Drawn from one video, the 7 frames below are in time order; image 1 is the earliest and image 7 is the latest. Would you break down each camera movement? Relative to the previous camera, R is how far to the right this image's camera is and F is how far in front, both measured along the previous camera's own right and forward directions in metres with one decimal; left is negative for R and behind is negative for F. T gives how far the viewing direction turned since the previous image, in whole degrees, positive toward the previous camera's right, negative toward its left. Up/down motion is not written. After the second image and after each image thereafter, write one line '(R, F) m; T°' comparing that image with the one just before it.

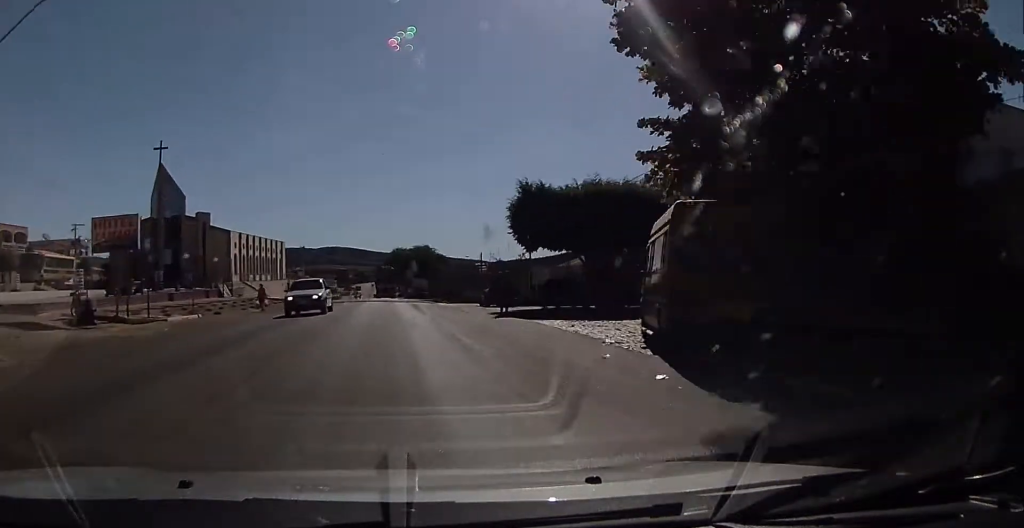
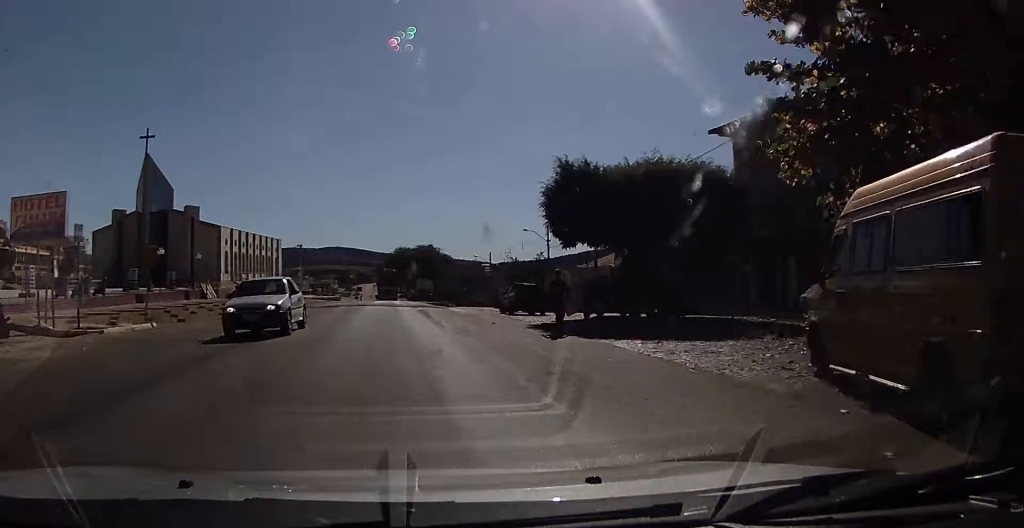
(-0.2, +6.4) m; -2°
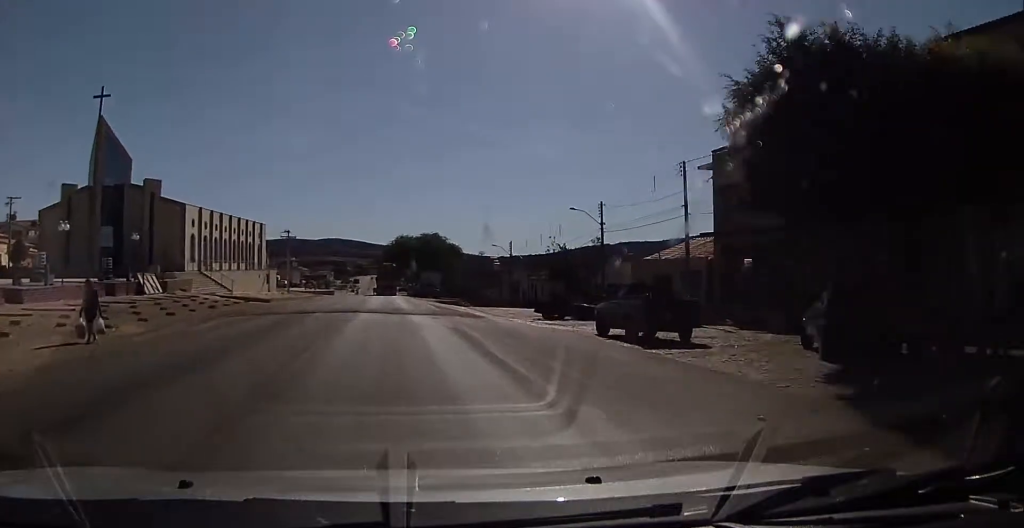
(-0.3, +14.6) m; +2°
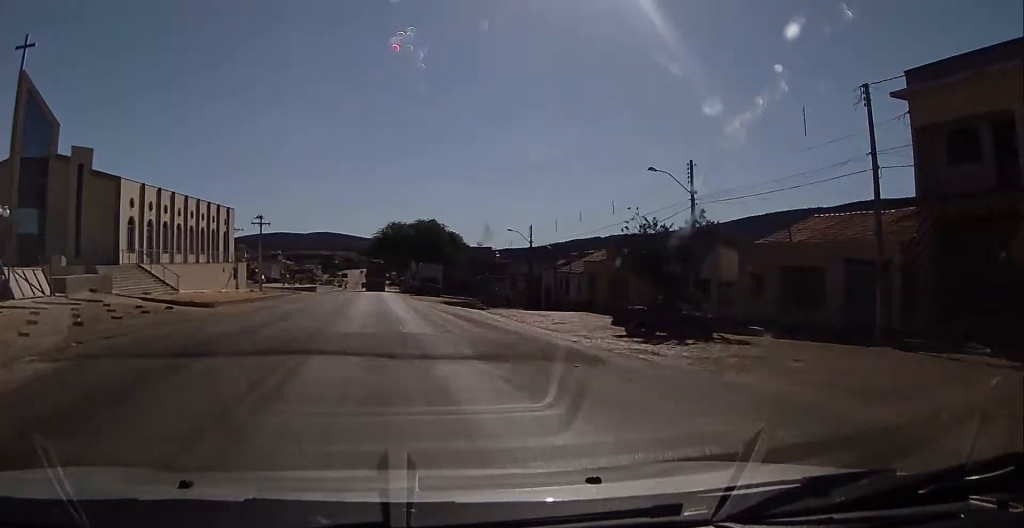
(+0.3, +16.0) m; -1°
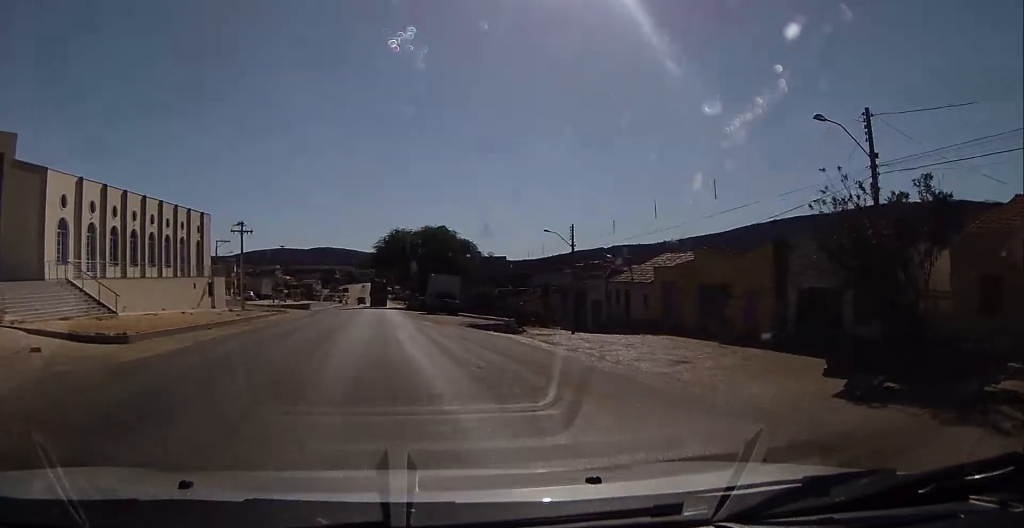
(-0.1, +15.4) m; -3°
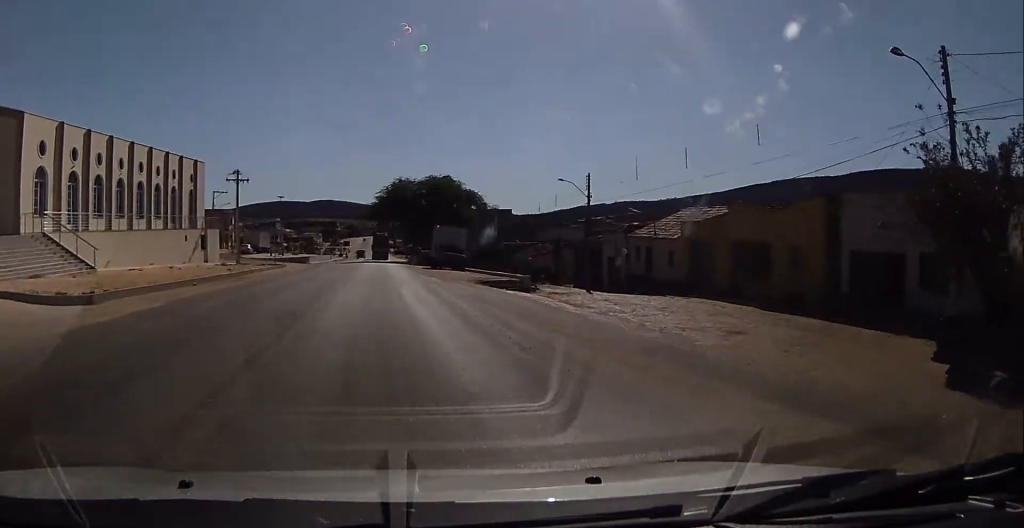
(-0.2, +3.0) m; 0°
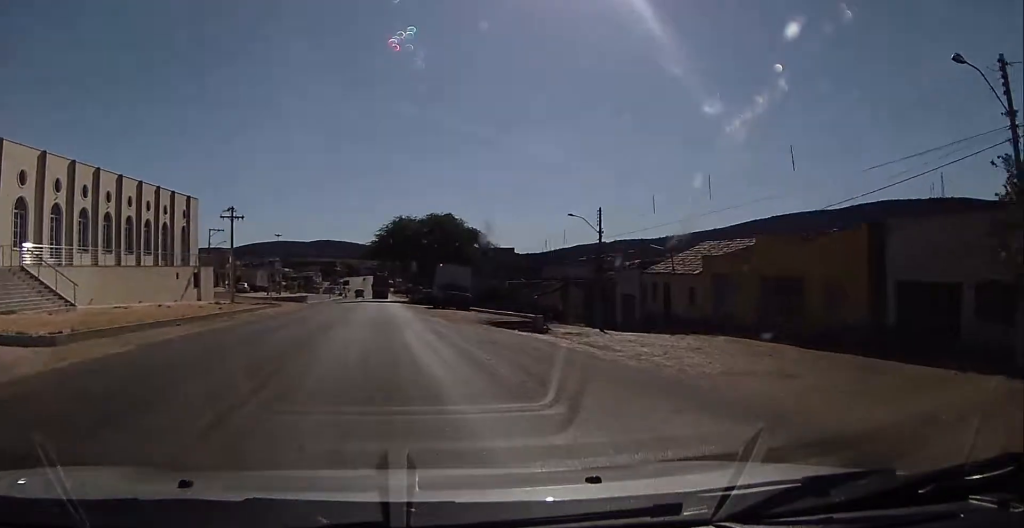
(-0.1, +2.2) m; +1°
